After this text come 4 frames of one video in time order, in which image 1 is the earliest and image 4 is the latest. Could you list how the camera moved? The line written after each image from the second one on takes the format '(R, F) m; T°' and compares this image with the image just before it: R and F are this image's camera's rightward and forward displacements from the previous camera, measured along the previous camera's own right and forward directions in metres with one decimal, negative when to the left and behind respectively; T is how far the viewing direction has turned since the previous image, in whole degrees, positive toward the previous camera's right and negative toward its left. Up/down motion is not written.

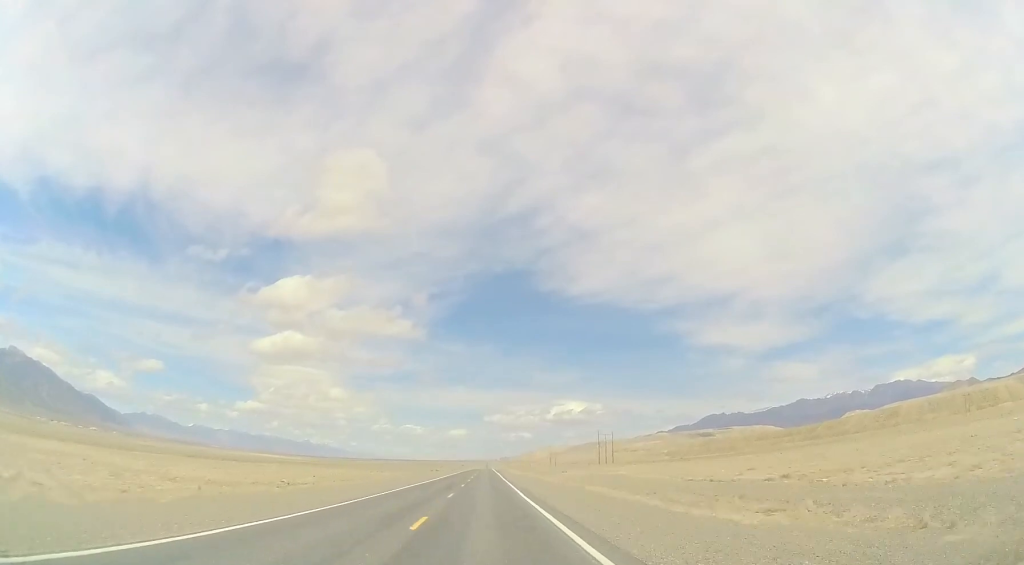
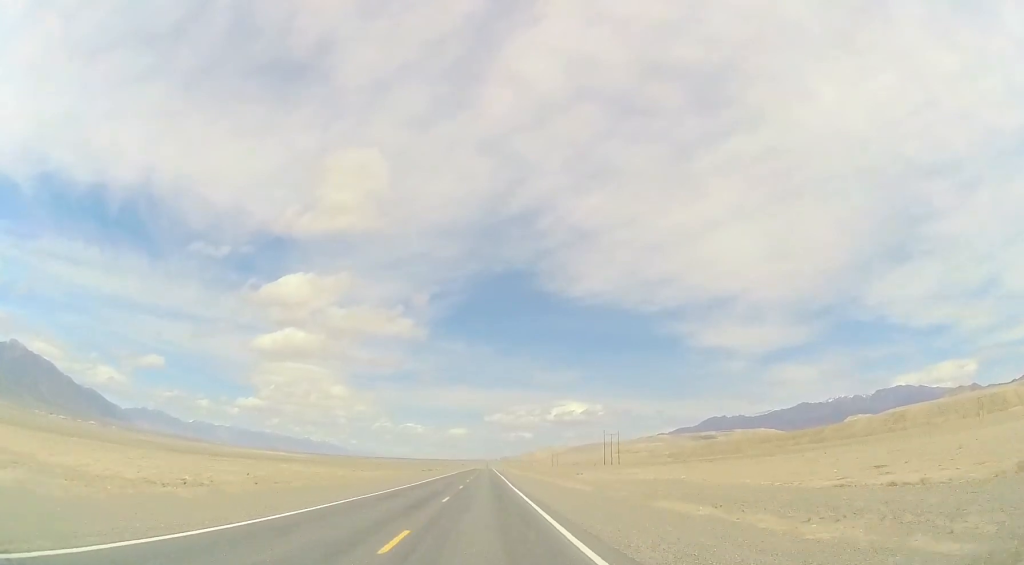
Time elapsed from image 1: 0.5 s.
(0.0, +17.2) m; 0°
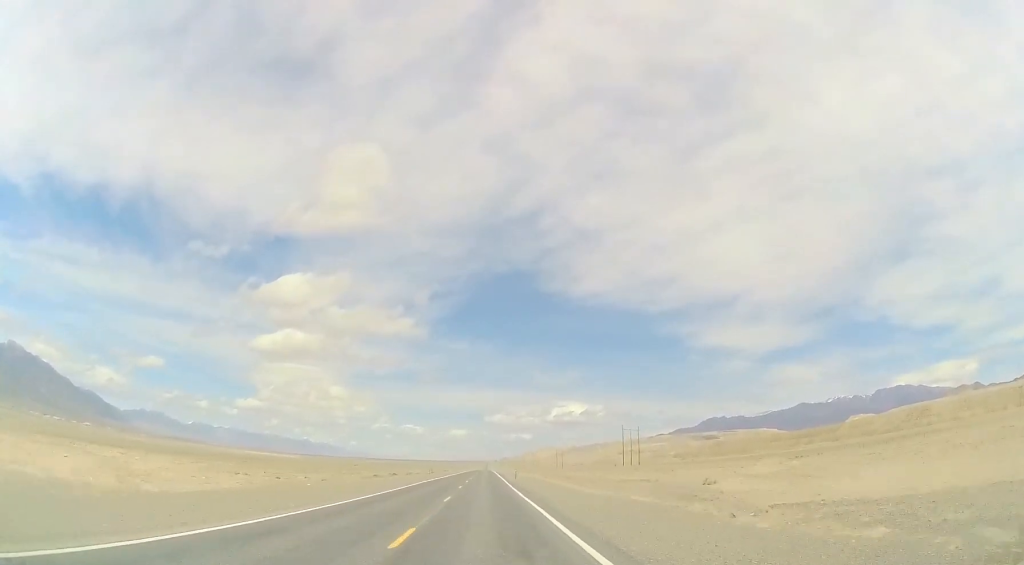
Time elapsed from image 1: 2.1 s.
(+0.4, +54.0) m; 0°
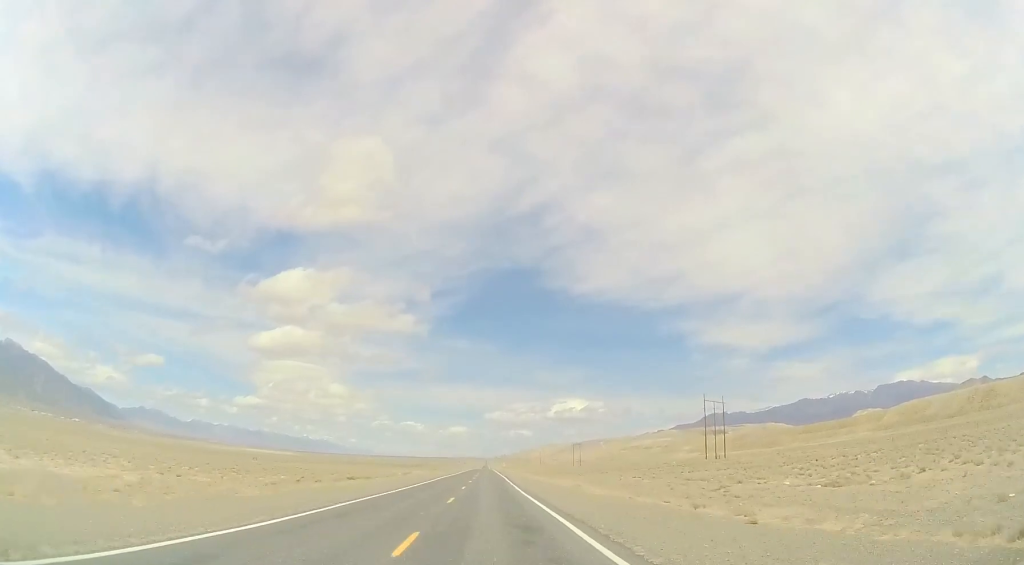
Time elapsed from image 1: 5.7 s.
(0.0, +123.4) m; 0°
